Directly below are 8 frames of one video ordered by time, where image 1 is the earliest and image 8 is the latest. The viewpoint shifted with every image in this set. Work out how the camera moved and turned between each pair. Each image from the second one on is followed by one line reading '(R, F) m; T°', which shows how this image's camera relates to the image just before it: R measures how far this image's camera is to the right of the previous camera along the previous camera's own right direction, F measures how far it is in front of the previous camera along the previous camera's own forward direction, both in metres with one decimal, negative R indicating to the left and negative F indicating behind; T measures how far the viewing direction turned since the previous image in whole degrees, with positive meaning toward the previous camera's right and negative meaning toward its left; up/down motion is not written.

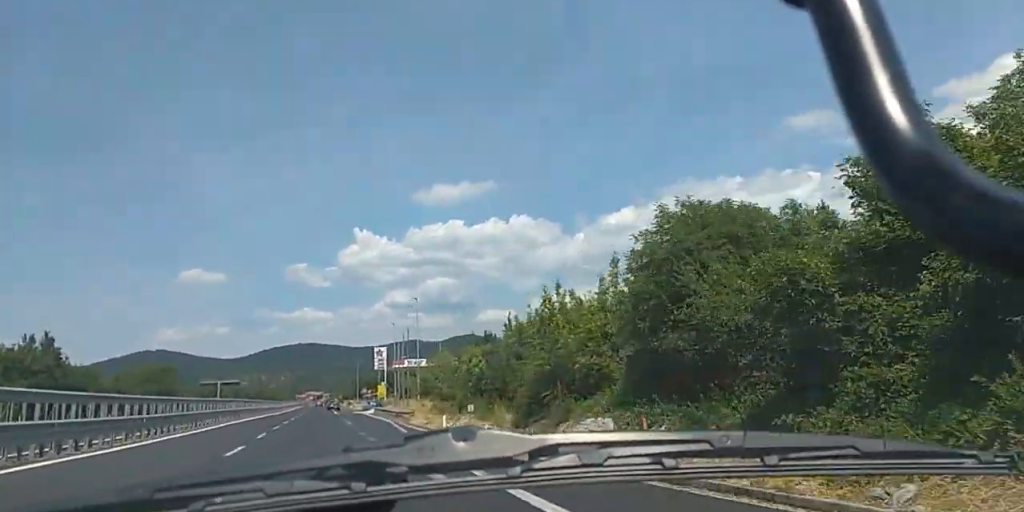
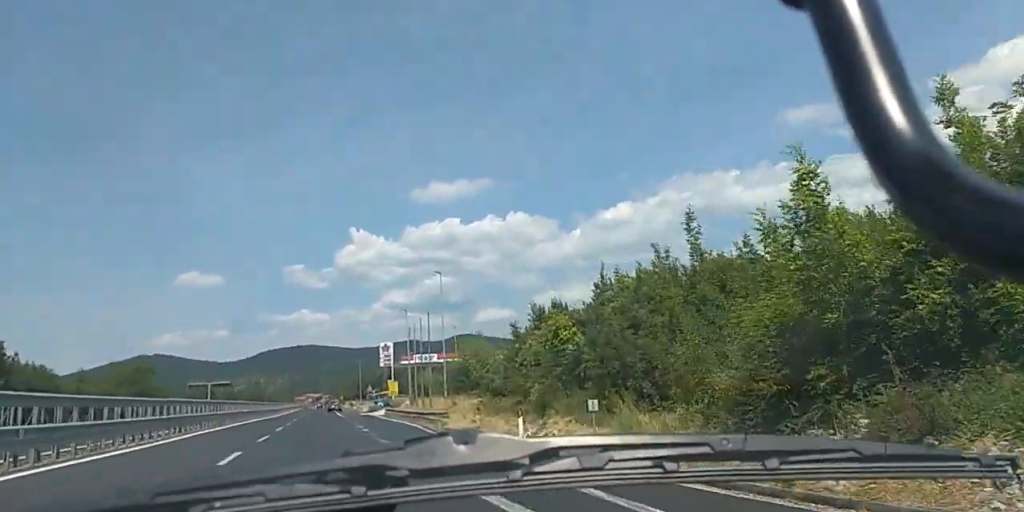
(0.0, +13.9) m; 0°
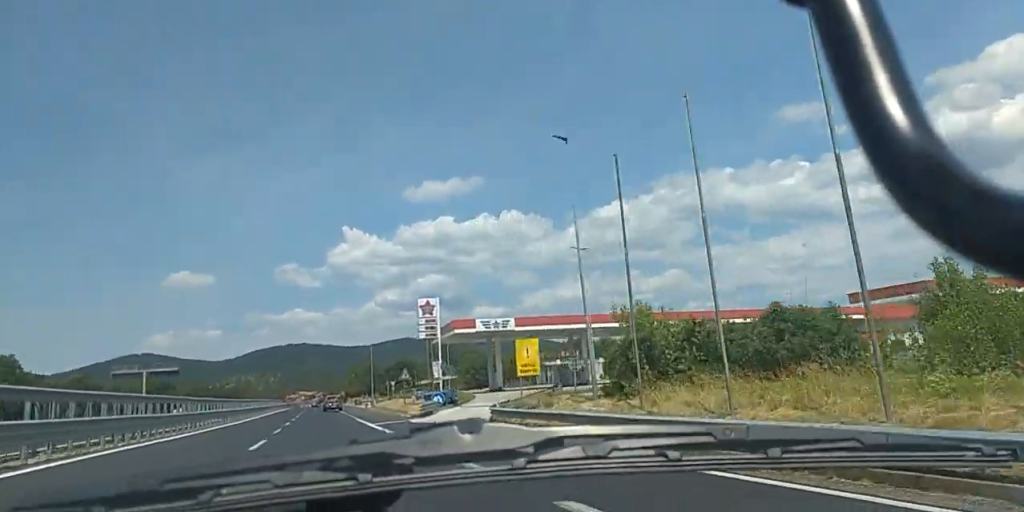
(0.0, +53.1) m; 0°
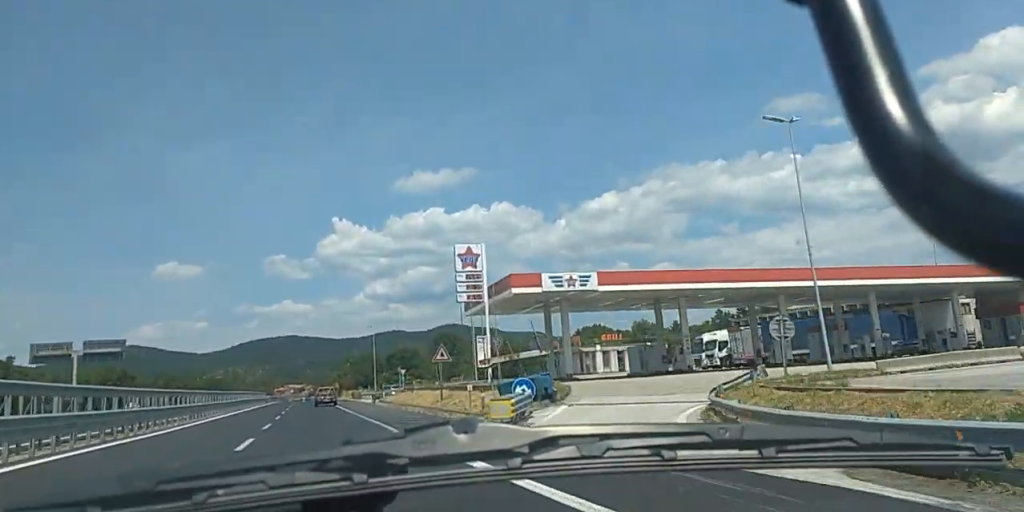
(0.0, +24.6) m; 0°
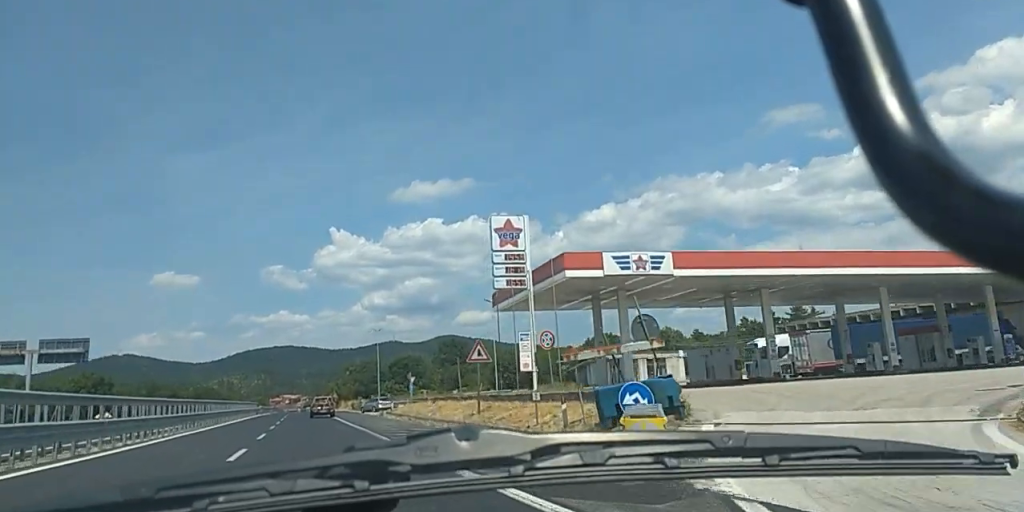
(0.0, +11.1) m; 0°
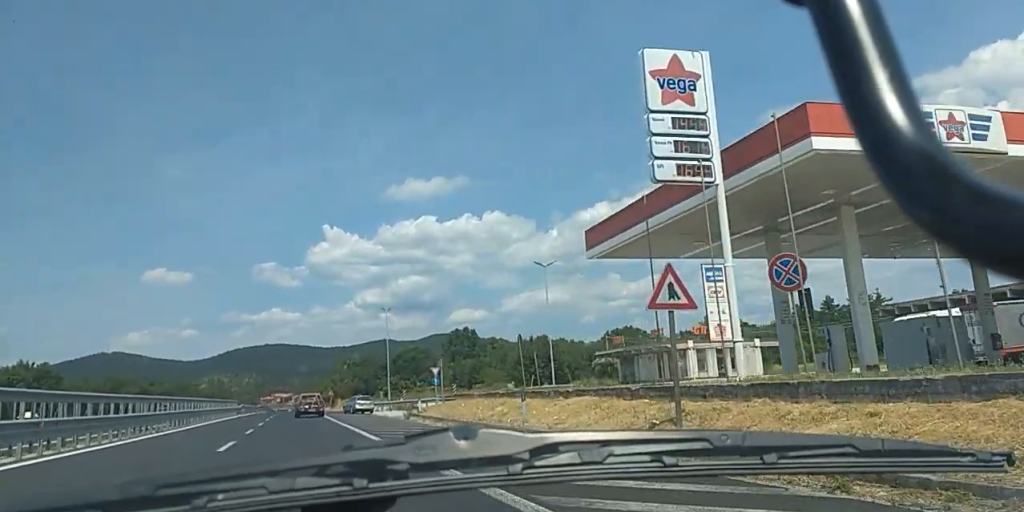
(0.0, +20.6) m; 0°
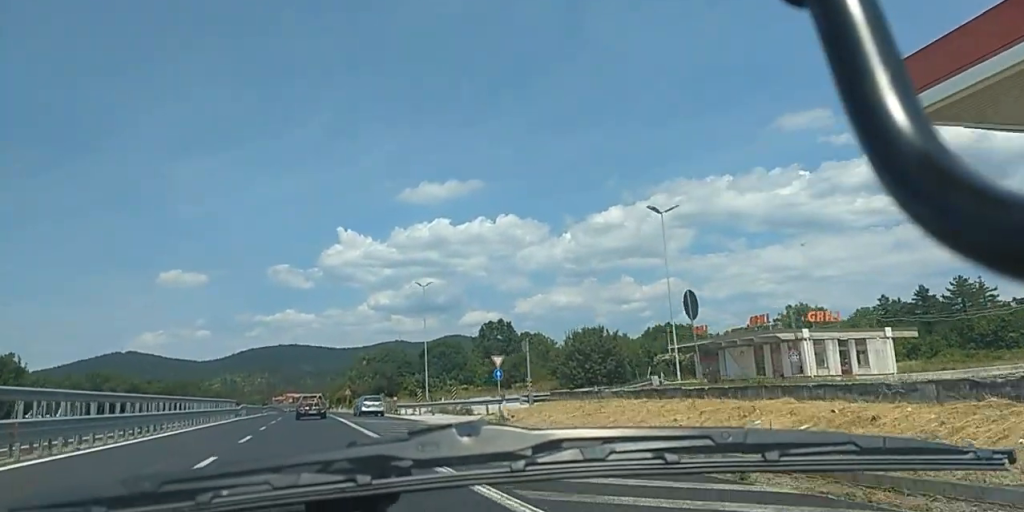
(0.0, +18.8) m; 0°
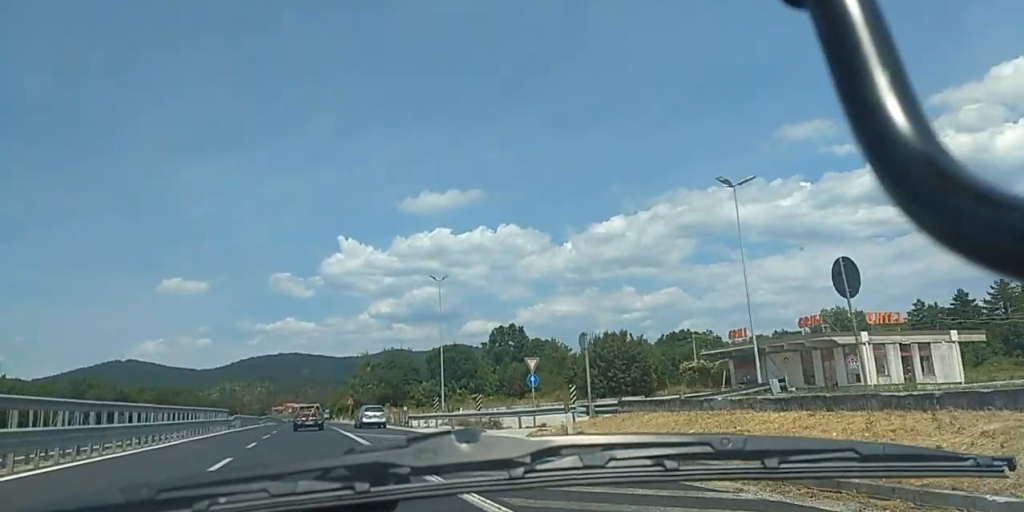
(0.0, +8.0) m; 0°
